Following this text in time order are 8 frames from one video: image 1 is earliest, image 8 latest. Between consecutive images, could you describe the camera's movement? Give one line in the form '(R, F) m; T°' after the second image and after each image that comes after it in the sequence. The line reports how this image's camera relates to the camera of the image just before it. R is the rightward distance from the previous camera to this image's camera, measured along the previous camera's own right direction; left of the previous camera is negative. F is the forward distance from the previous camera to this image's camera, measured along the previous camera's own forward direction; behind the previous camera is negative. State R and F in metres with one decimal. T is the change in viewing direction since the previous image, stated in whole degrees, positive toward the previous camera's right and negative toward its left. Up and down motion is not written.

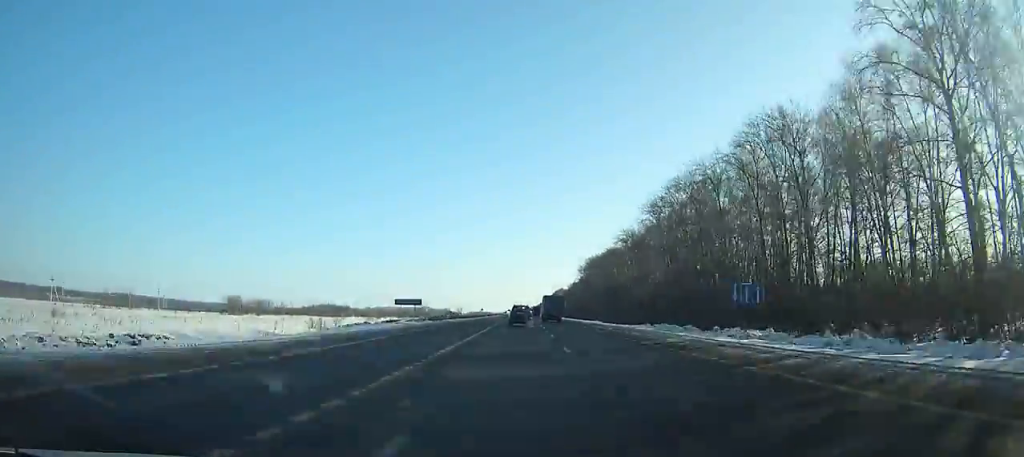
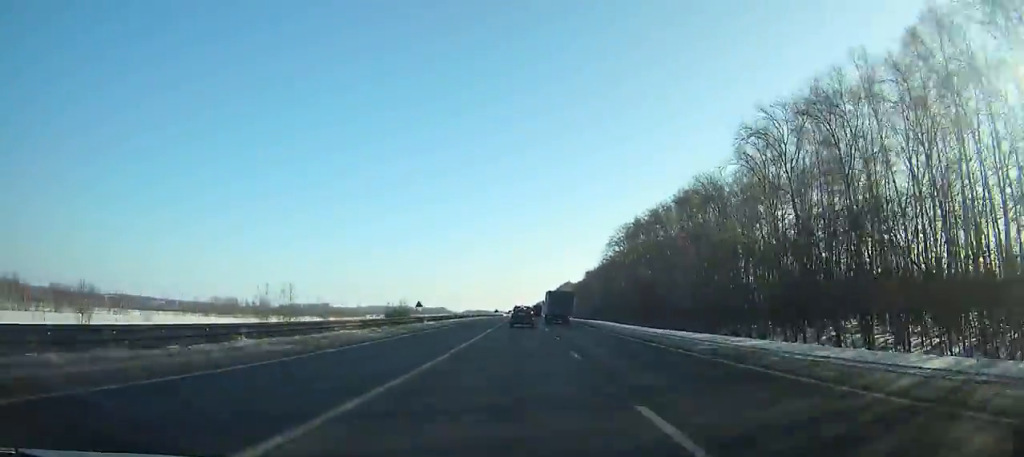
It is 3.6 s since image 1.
(-0.2, +92.6) m; 0°
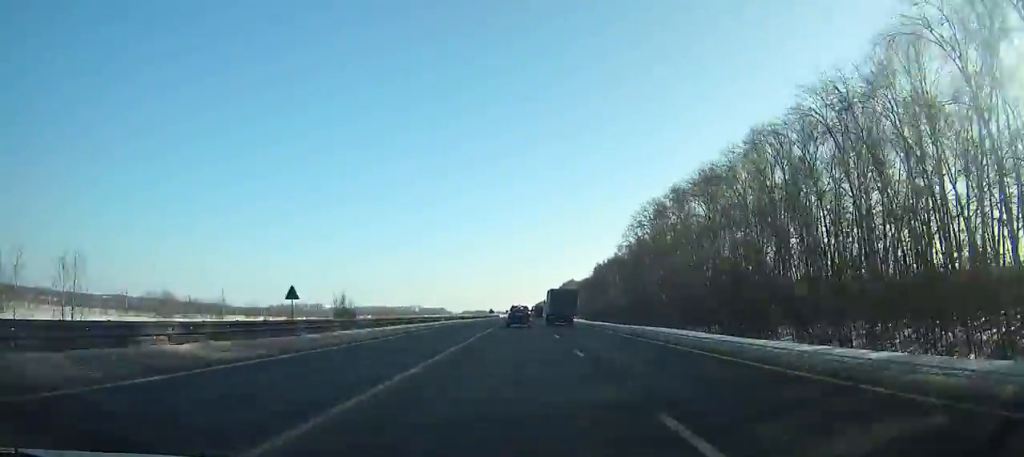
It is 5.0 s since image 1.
(0.0, +35.1) m; 0°
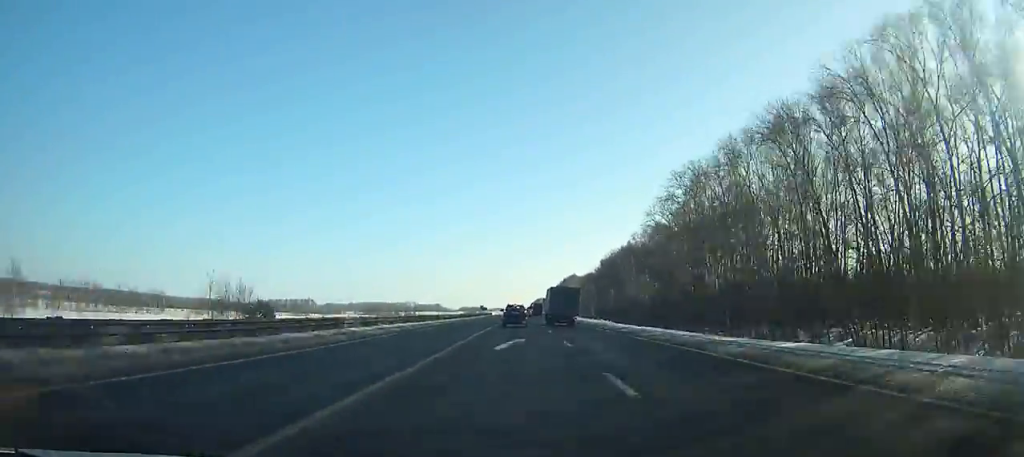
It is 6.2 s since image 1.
(-0.1, +29.9) m; 0°
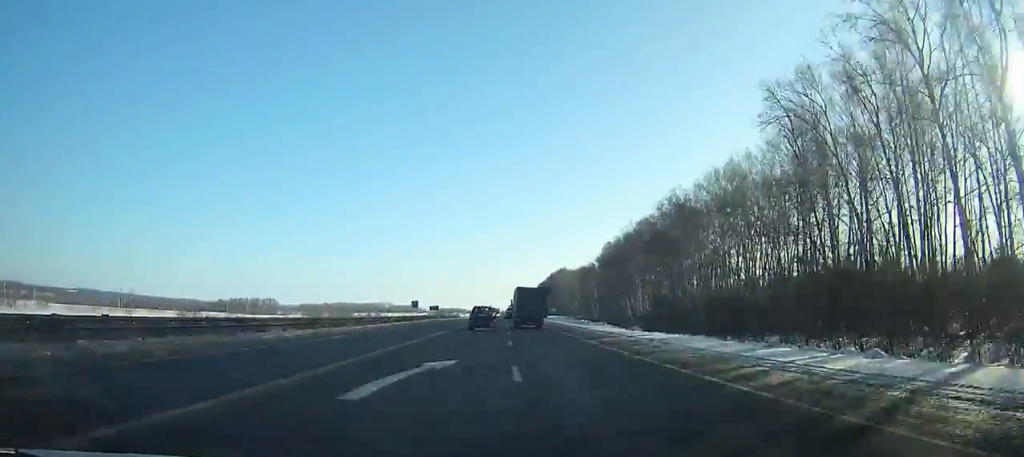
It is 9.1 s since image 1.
(+0.6, +70.1) m; +1°
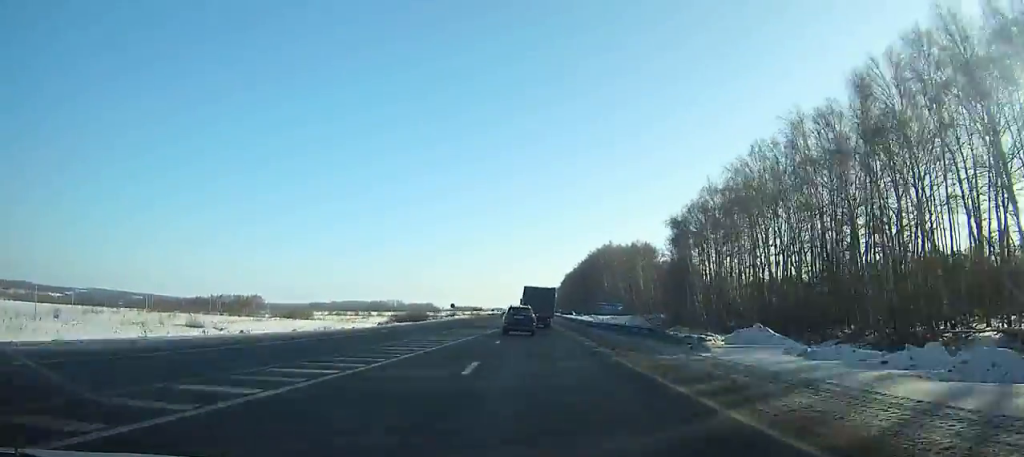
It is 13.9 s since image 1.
(-0.1, +108.6) m; 0°
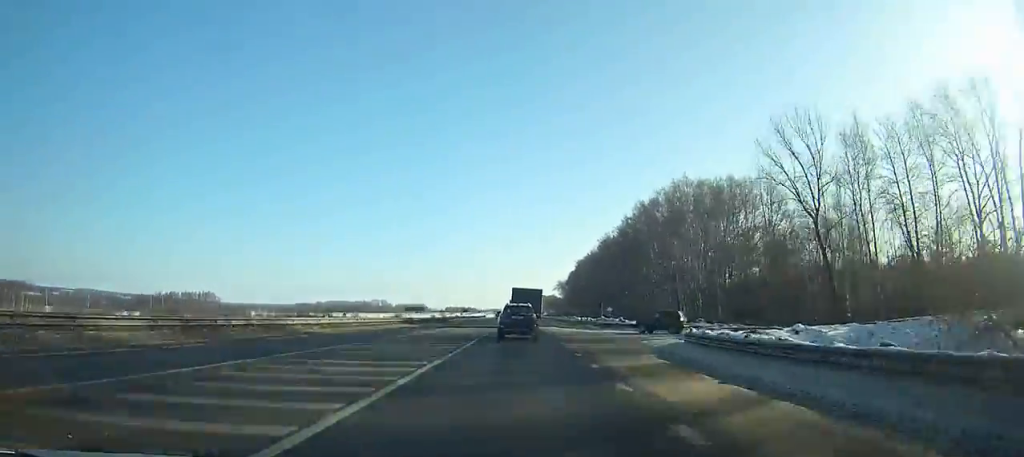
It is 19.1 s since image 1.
(0.0, +107.9) m; 0°
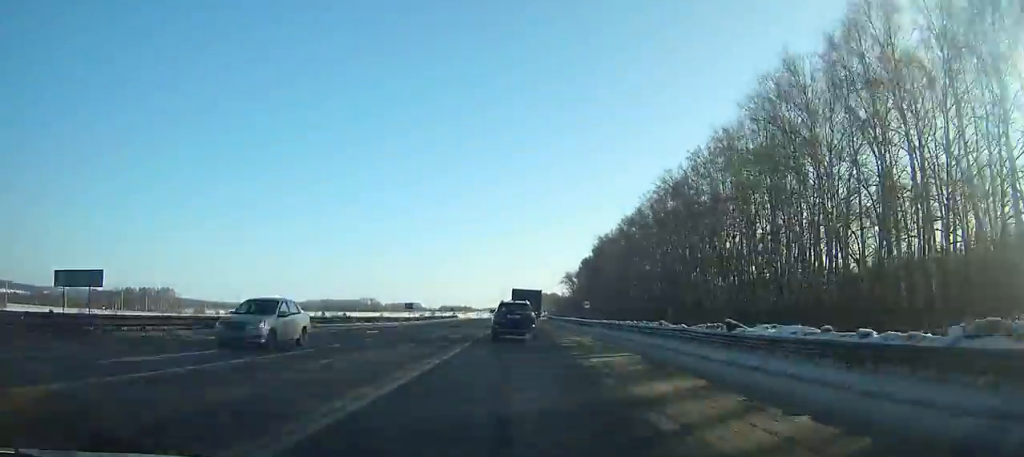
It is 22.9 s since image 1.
(-0.2, +73.8) m; 0°
